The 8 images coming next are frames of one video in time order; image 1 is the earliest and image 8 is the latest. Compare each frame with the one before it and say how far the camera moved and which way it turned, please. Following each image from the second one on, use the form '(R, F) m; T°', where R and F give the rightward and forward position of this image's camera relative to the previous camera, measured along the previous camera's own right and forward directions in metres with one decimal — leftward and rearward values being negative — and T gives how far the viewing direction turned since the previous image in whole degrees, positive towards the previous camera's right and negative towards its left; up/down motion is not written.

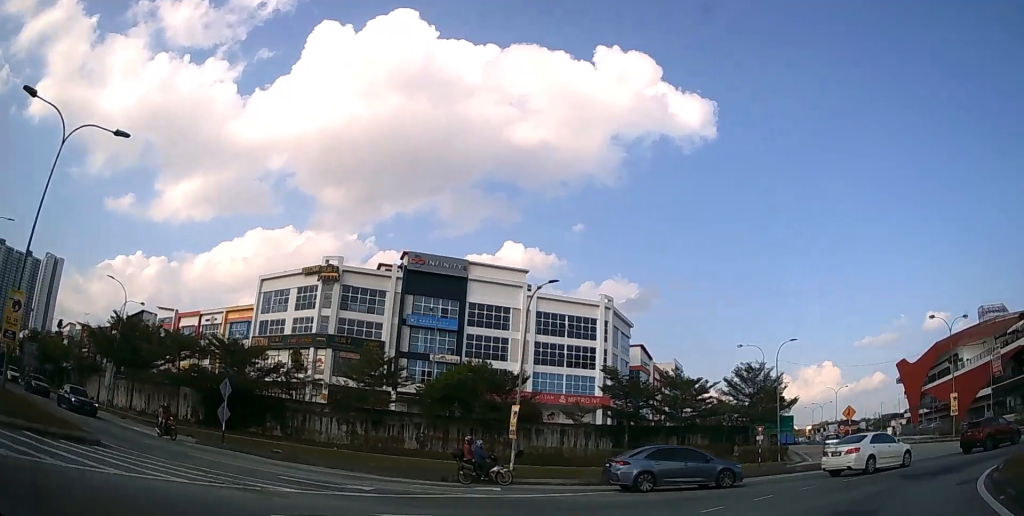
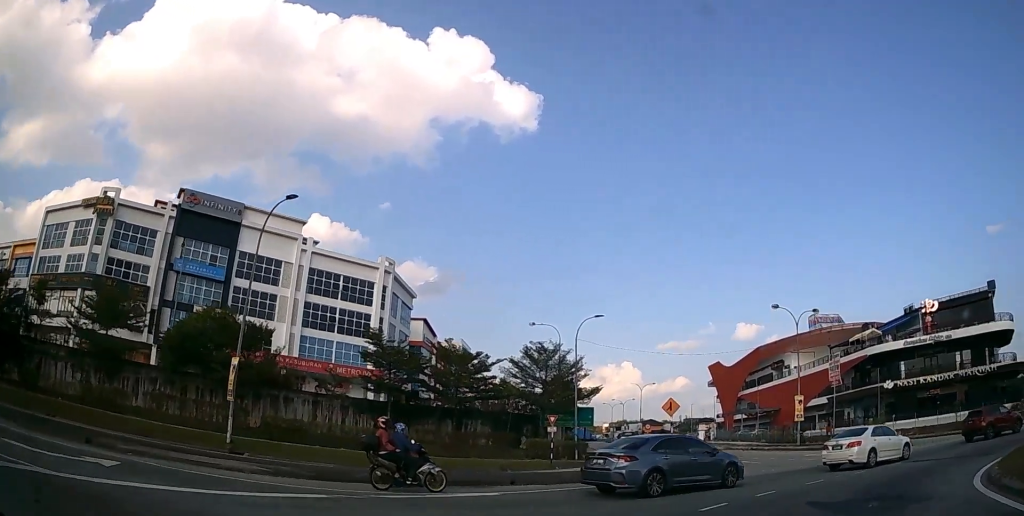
(+2.0, +7.7) m; +25°
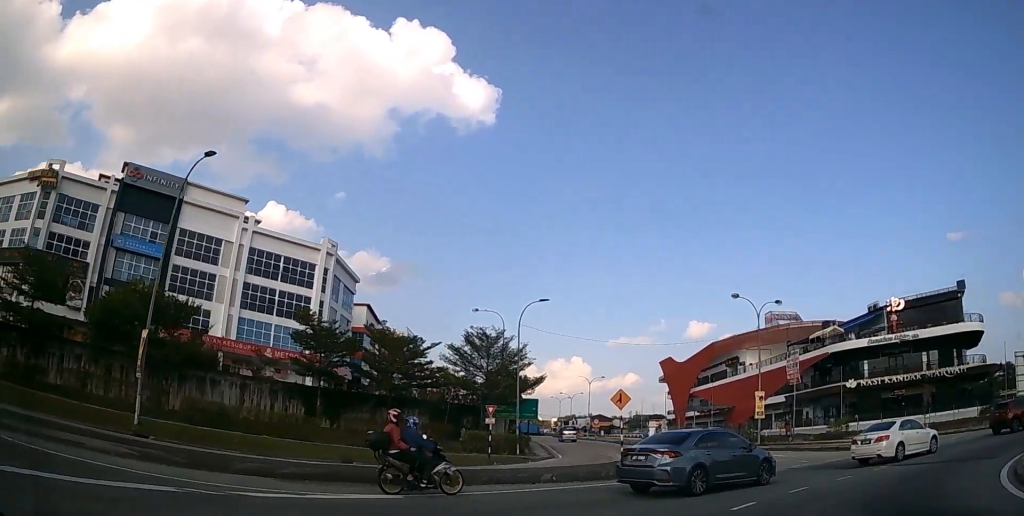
(+0.2, +3.0) m; +7°
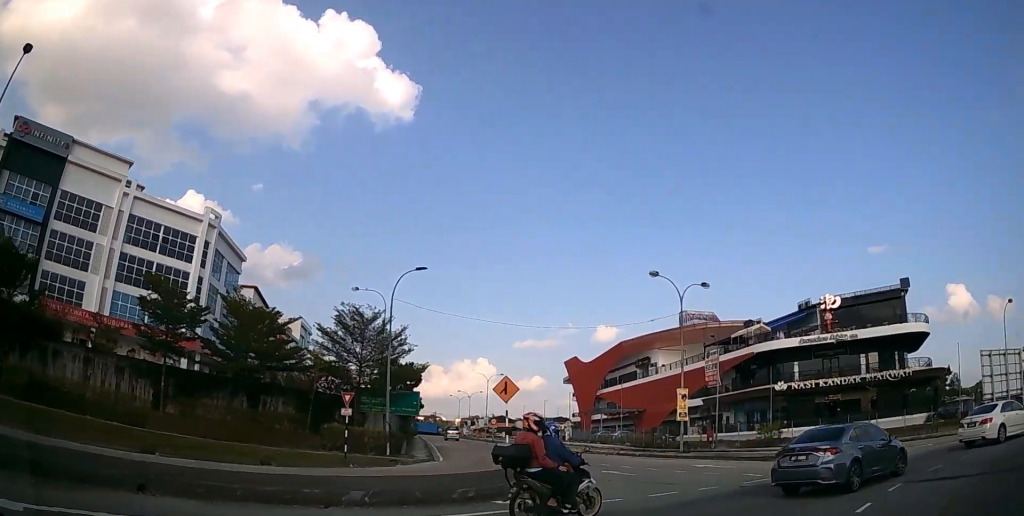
(+0.7, +6.6) m; +9°
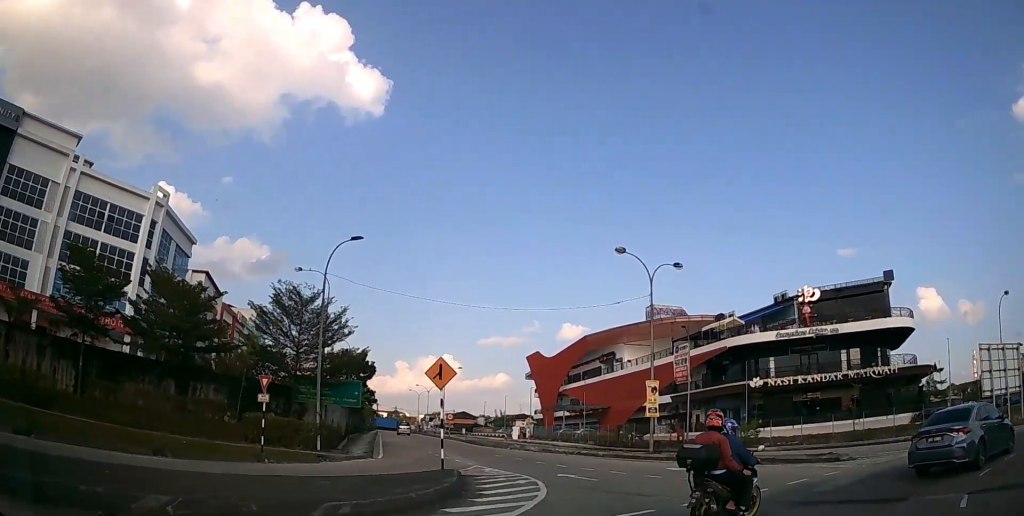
(+0.1, +3.9) m; +2°
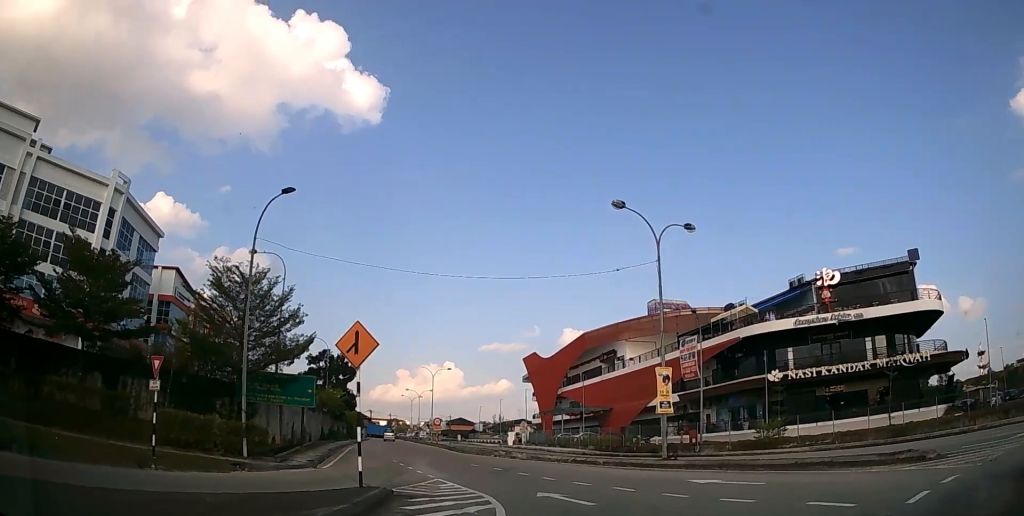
(+0.1, +6.0) m; -2°
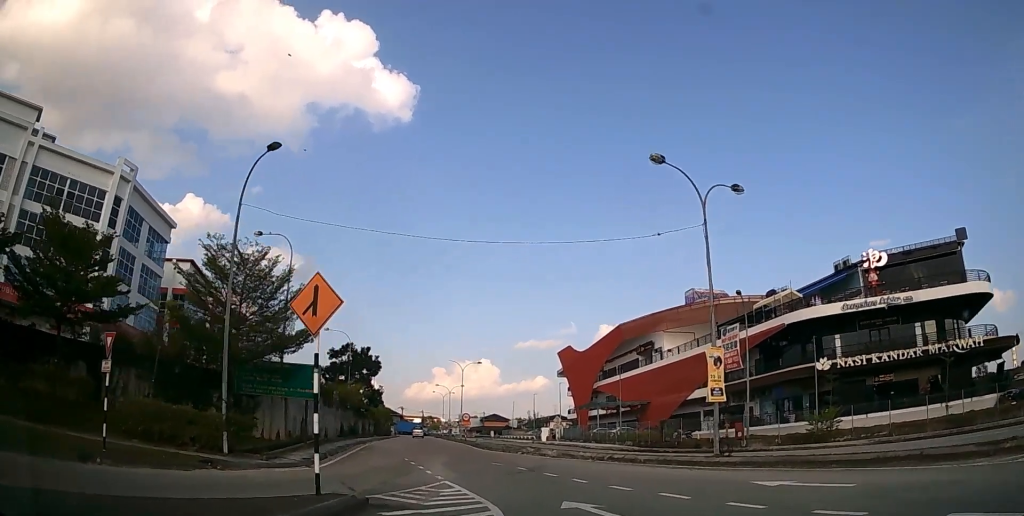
(+0.1, +3.0) m; -3°
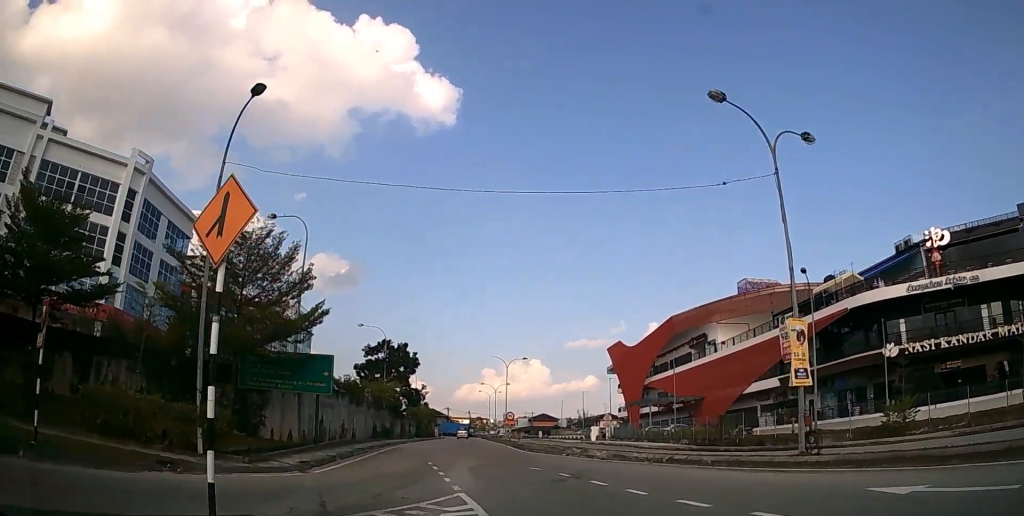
(-0.2, +3.6) m; -5°
